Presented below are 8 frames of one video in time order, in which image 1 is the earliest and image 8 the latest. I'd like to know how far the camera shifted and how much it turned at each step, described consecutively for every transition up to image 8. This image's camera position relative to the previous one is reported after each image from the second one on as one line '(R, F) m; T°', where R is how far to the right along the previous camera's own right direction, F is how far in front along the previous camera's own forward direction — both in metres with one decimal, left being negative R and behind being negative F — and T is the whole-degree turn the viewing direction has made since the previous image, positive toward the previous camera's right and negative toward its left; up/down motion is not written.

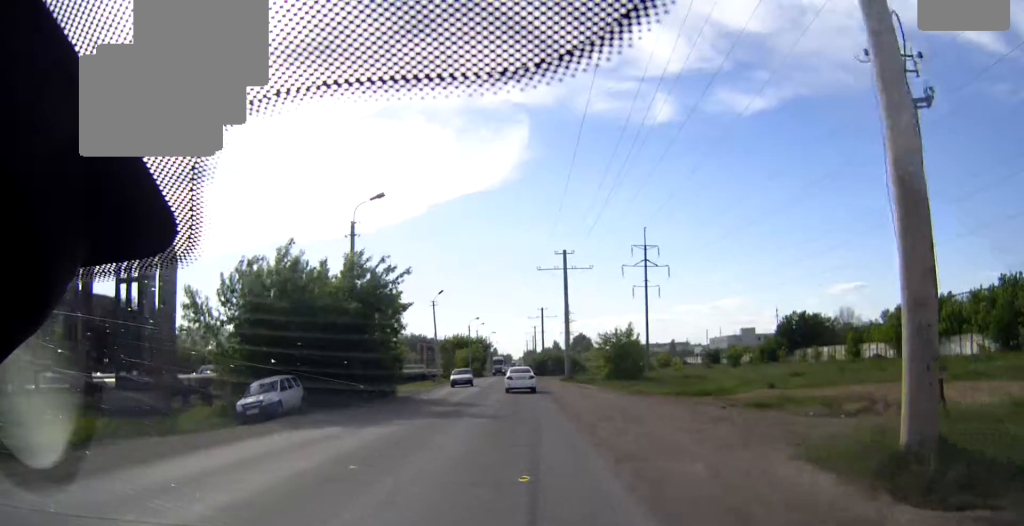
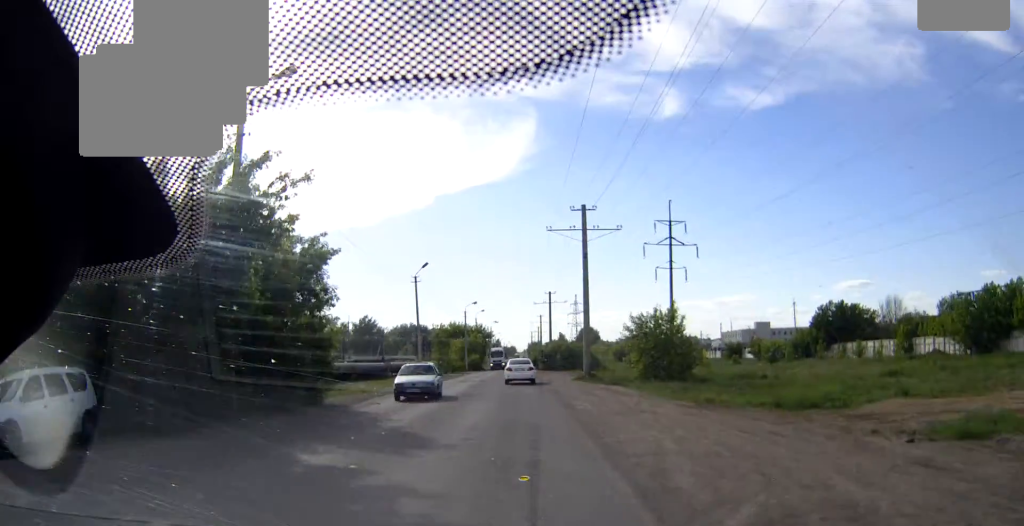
(-0.1, +15.9) m; -1°
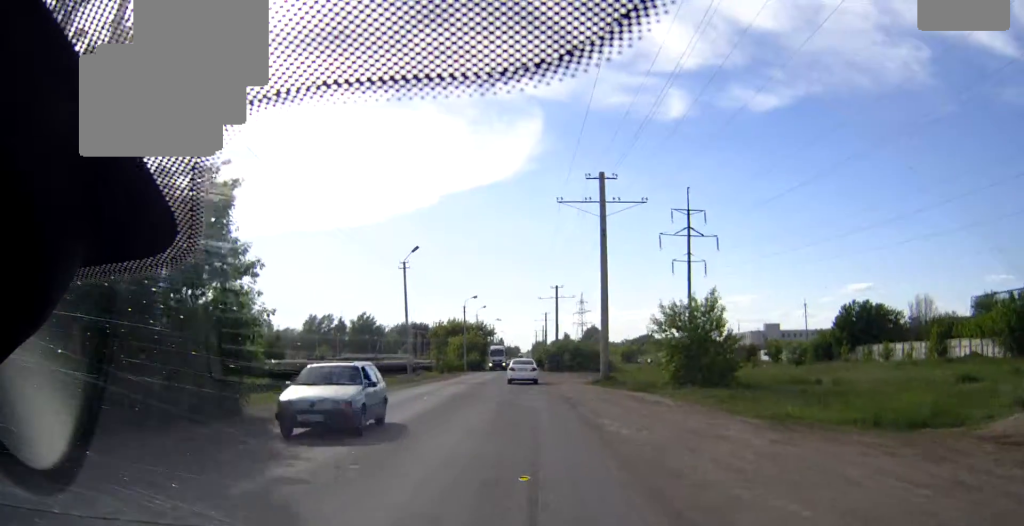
(0.0, +8.1) m; 0°
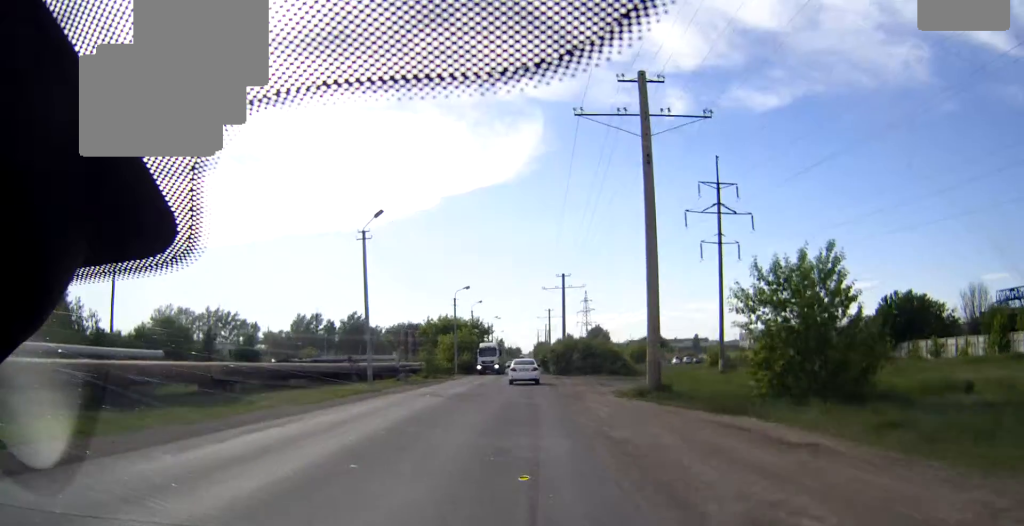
(0.0, +14.0) m; 0°
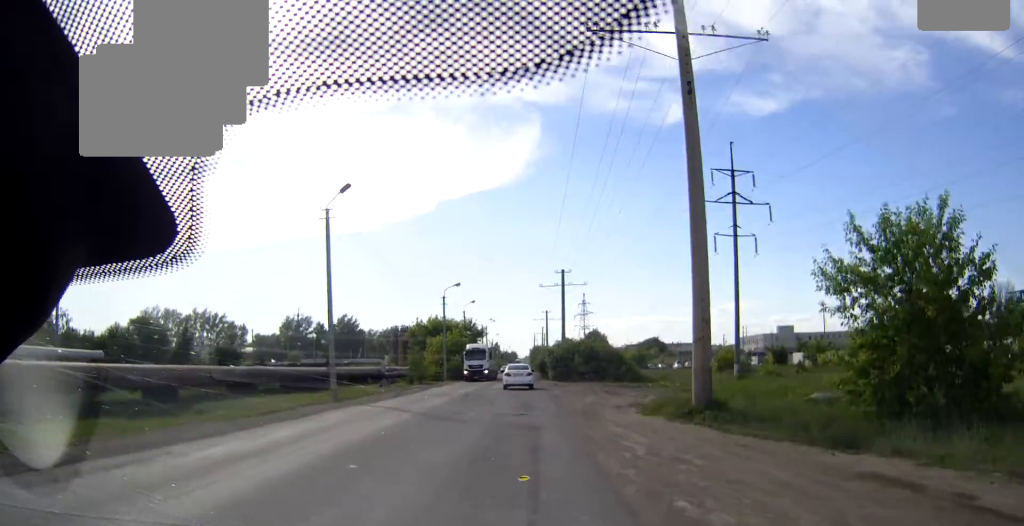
(0.0, +7.0) m; 0°
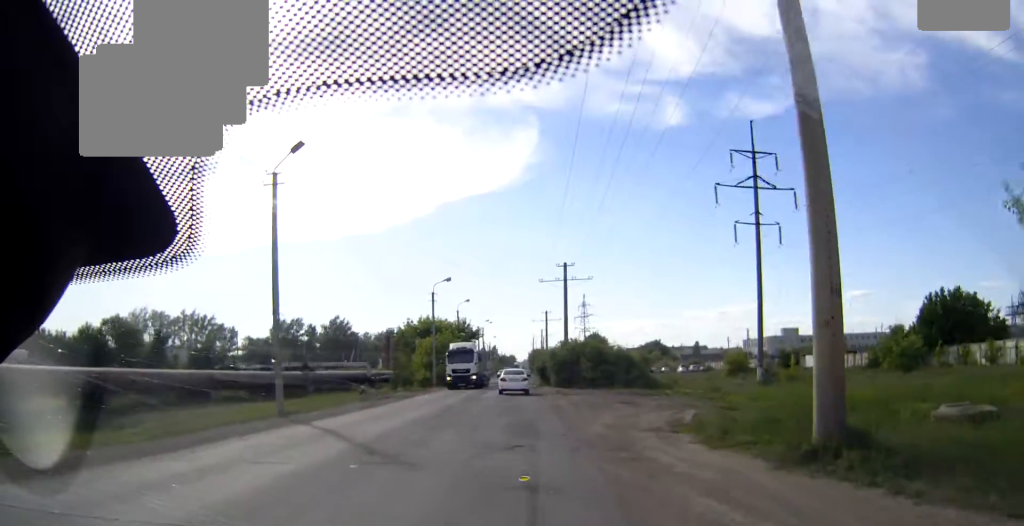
(0.0, +7.4) m; 0°
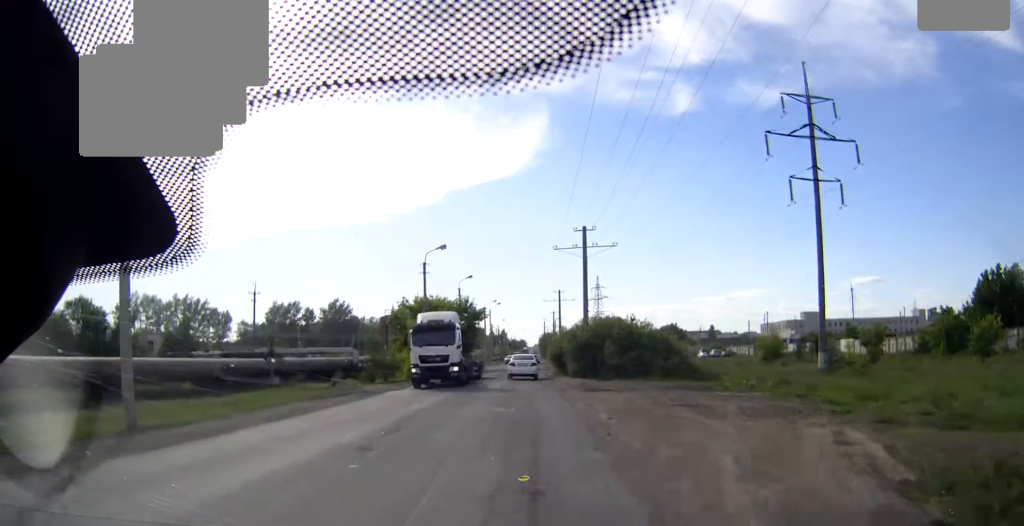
(0.0, +11.5) m; -1°
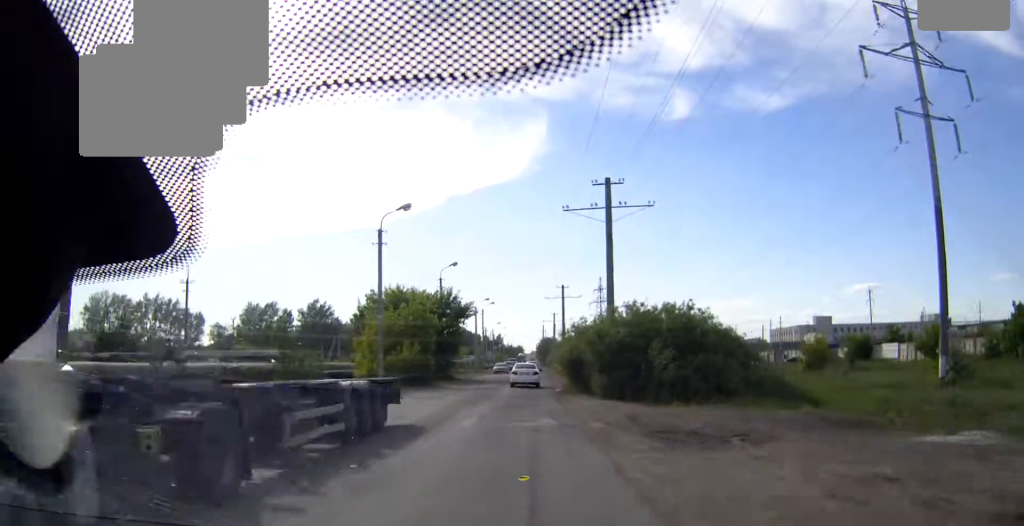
(-0.2, +16.4) m; -1°
